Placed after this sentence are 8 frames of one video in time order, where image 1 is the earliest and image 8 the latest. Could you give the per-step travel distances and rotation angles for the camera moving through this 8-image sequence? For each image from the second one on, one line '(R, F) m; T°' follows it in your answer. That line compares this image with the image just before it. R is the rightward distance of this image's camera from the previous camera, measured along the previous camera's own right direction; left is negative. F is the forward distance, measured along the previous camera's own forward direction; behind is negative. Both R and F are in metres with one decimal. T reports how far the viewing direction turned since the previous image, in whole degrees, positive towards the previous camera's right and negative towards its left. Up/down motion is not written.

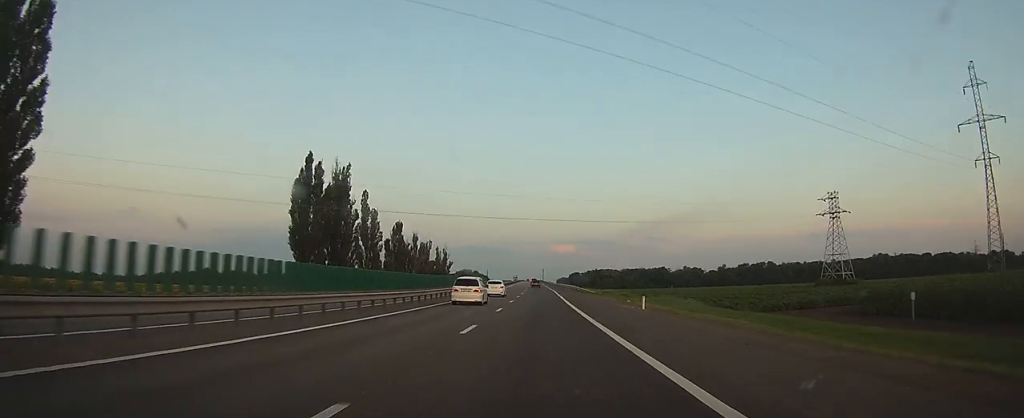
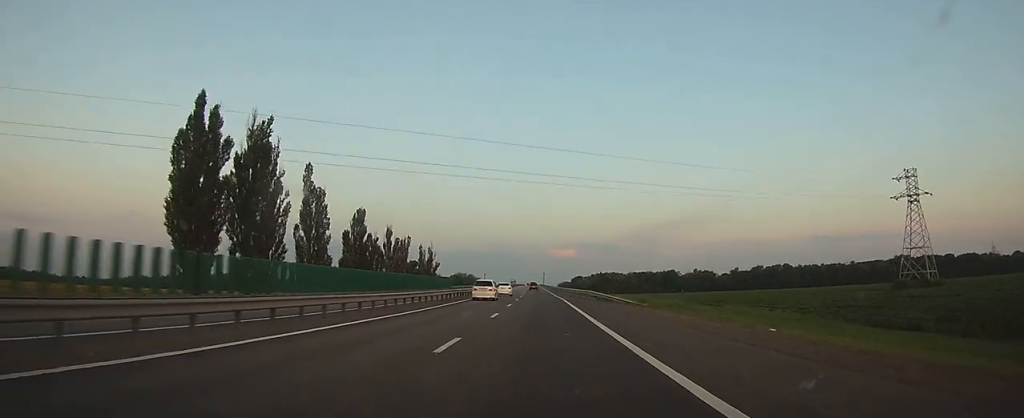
(0.0, +27.8) m; 0°
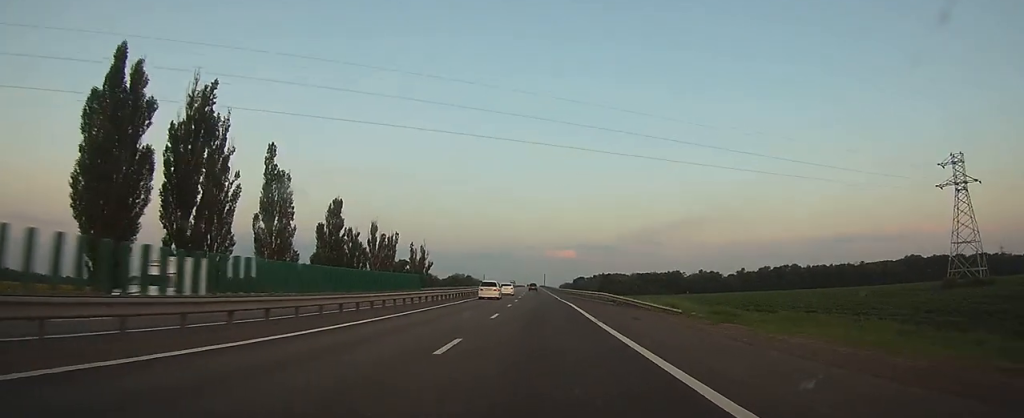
(0.0, +12.3) m; 0°
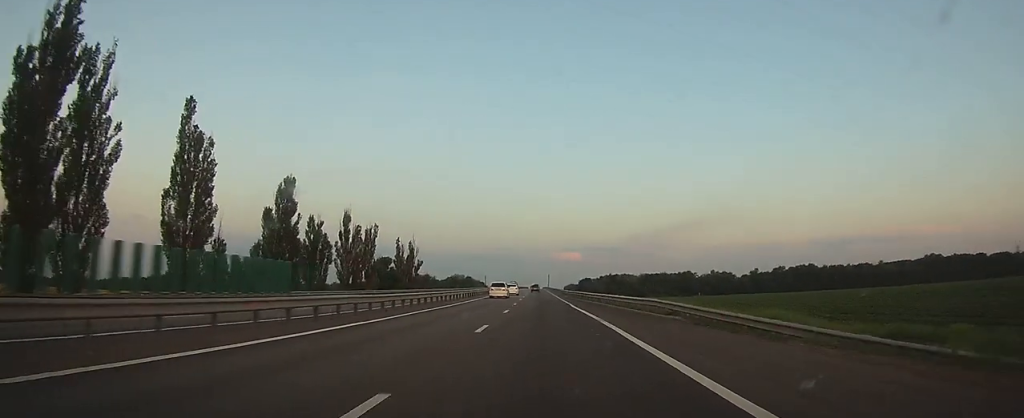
(0.0, +19.0) m; 0°
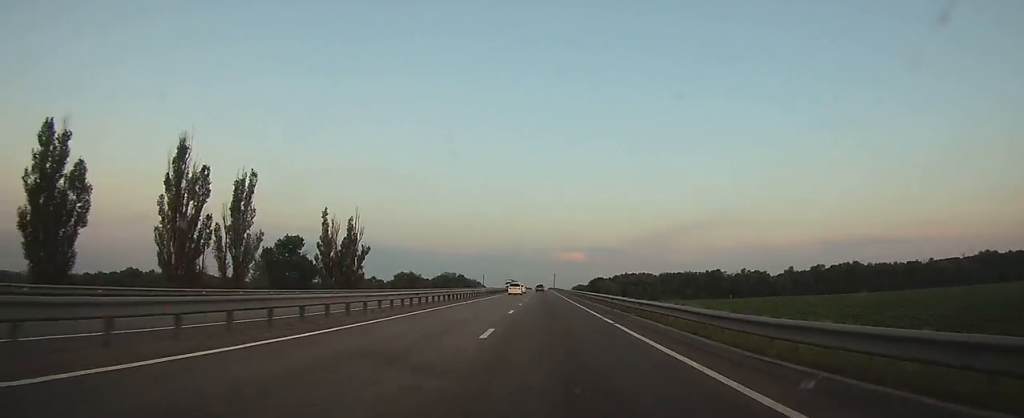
(-0.5, +49.8) m; -1°
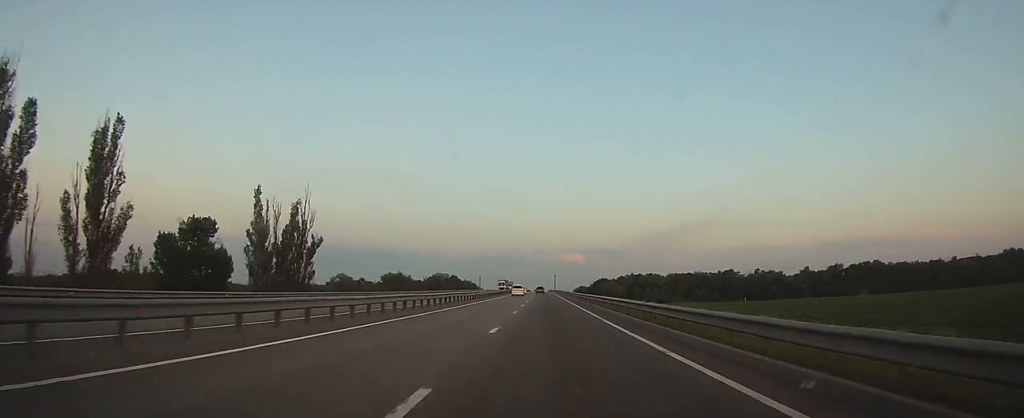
(0.0, +21.7) m; 0°
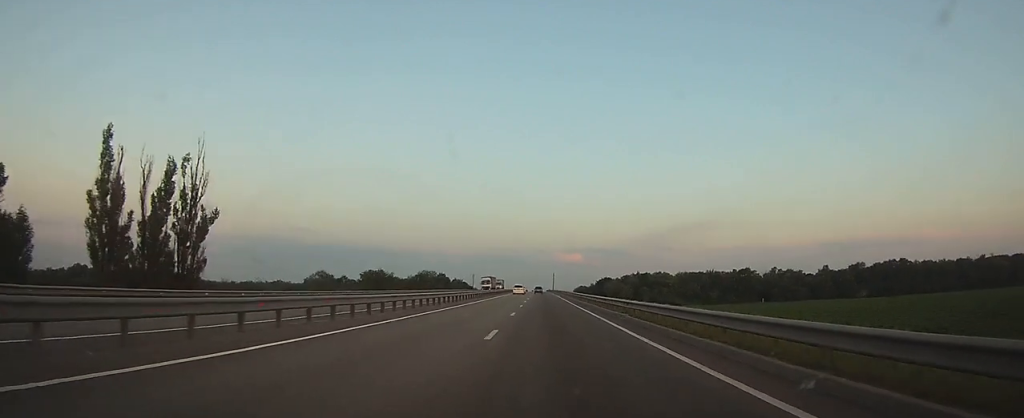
(0.0, +25.9) m; 0°
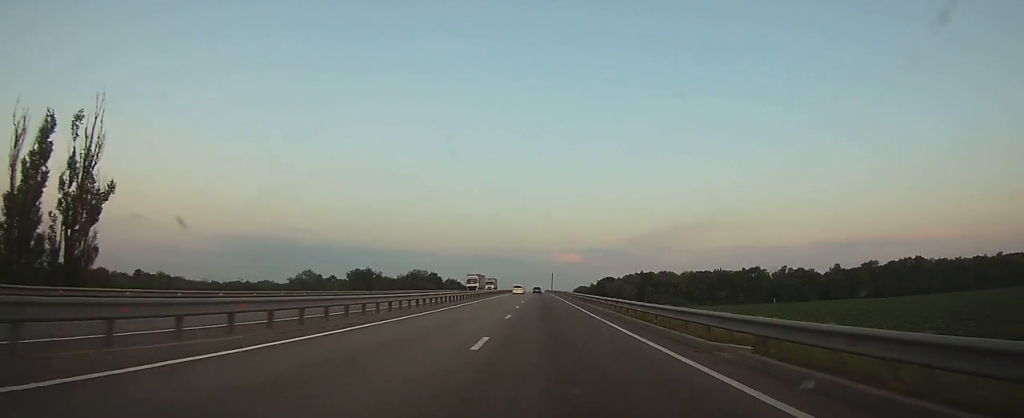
(0.0, +14.2) m; 0°
